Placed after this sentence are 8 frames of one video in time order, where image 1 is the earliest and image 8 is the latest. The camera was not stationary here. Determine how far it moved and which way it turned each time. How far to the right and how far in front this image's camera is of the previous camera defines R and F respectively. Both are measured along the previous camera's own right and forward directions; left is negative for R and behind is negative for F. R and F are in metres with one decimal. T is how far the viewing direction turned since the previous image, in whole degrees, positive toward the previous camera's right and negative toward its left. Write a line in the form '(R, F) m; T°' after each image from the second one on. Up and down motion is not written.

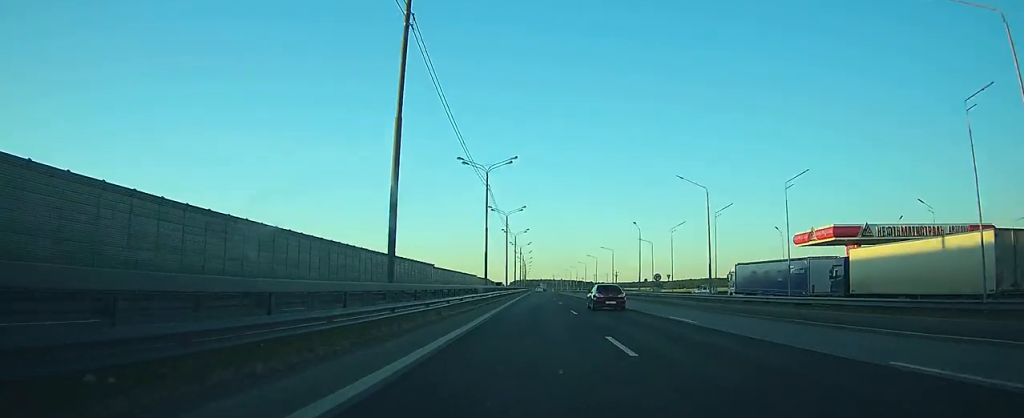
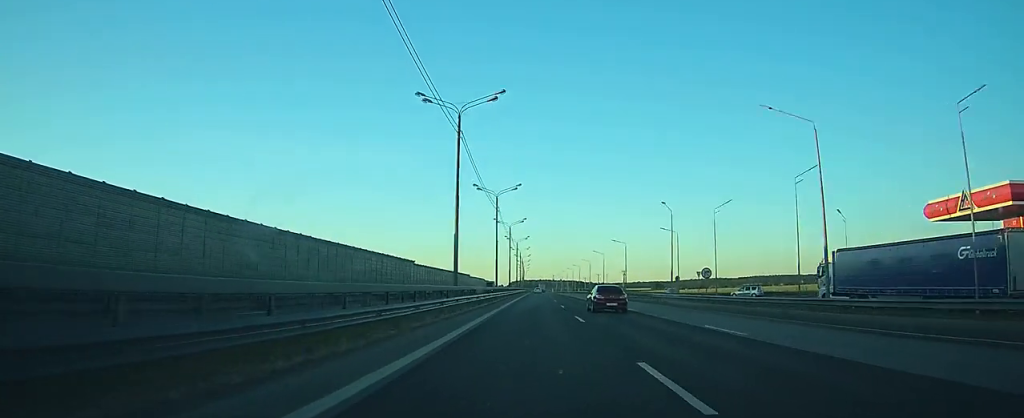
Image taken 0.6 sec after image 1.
(0.0, +21.0) m; 0°
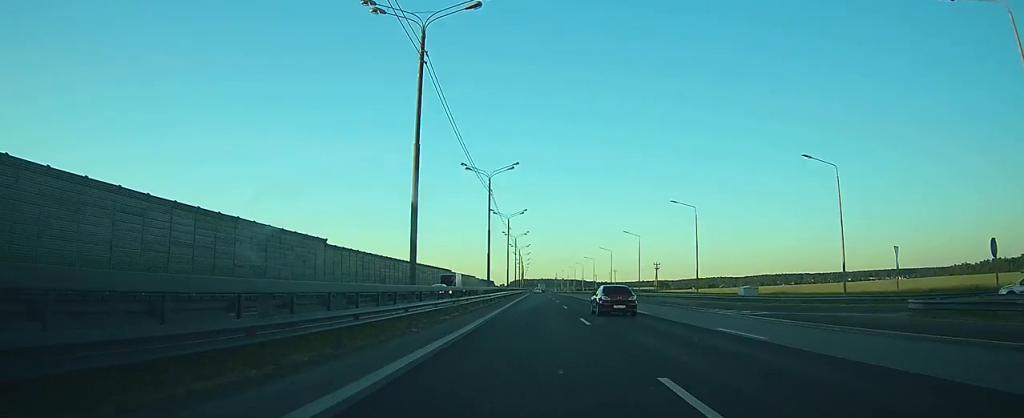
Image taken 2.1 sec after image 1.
(0.0, +49.9) m; 0°
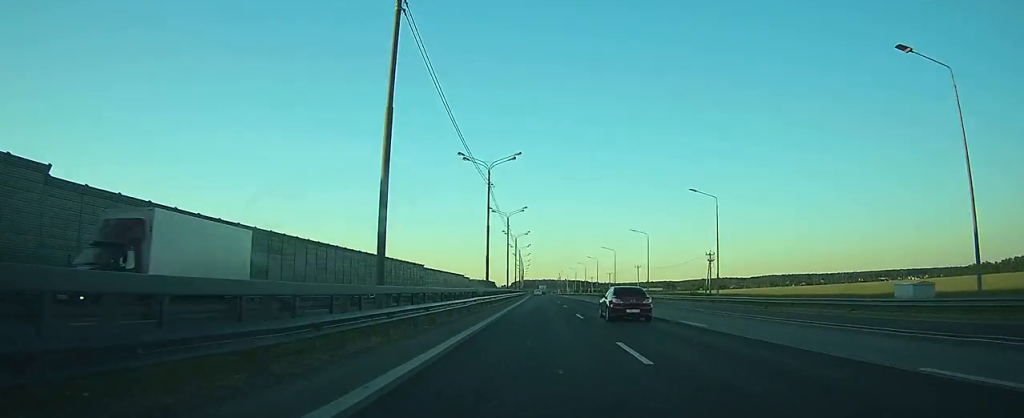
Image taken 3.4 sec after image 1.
(+0.1, +42.5) m; 0°
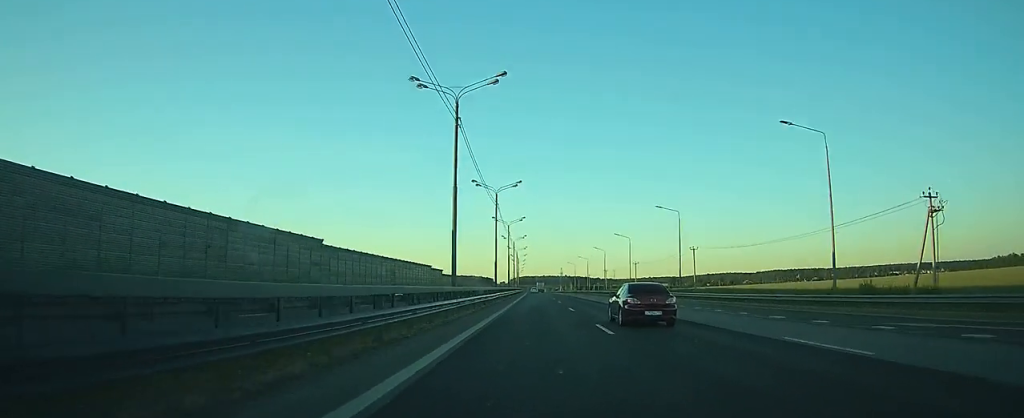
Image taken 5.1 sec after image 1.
(+0.2, +58.6) m; 0°
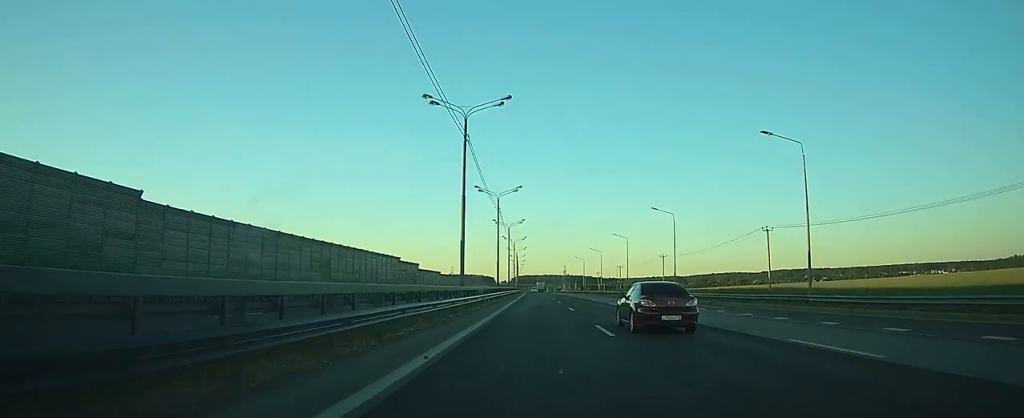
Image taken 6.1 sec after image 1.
(-0.2, +32.8) m; 0°
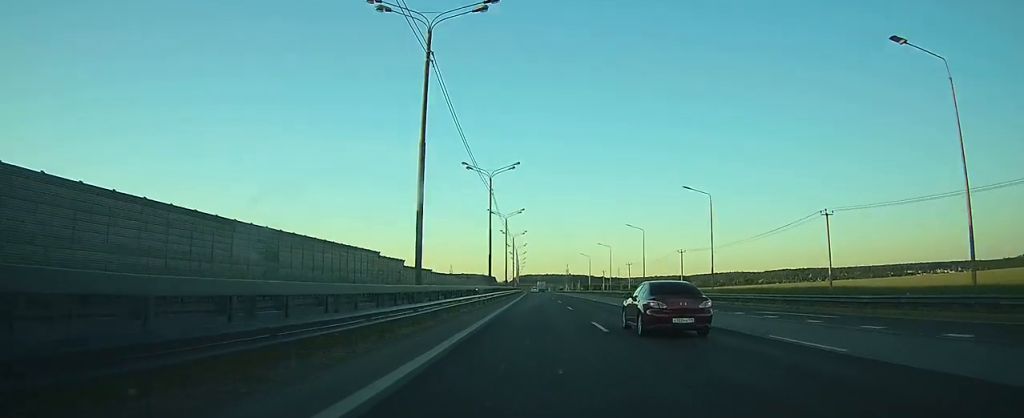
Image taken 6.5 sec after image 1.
(0.0, +14.7) m; 0°
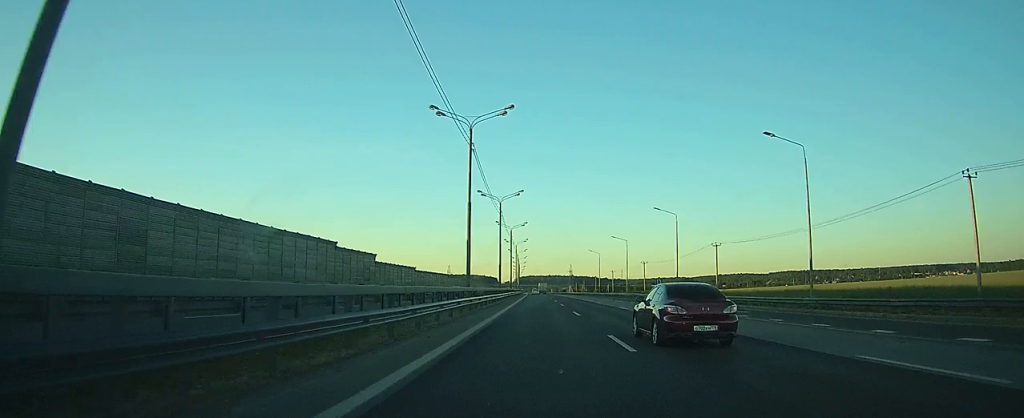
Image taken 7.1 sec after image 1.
(0.0, +20.4) m; 0°
